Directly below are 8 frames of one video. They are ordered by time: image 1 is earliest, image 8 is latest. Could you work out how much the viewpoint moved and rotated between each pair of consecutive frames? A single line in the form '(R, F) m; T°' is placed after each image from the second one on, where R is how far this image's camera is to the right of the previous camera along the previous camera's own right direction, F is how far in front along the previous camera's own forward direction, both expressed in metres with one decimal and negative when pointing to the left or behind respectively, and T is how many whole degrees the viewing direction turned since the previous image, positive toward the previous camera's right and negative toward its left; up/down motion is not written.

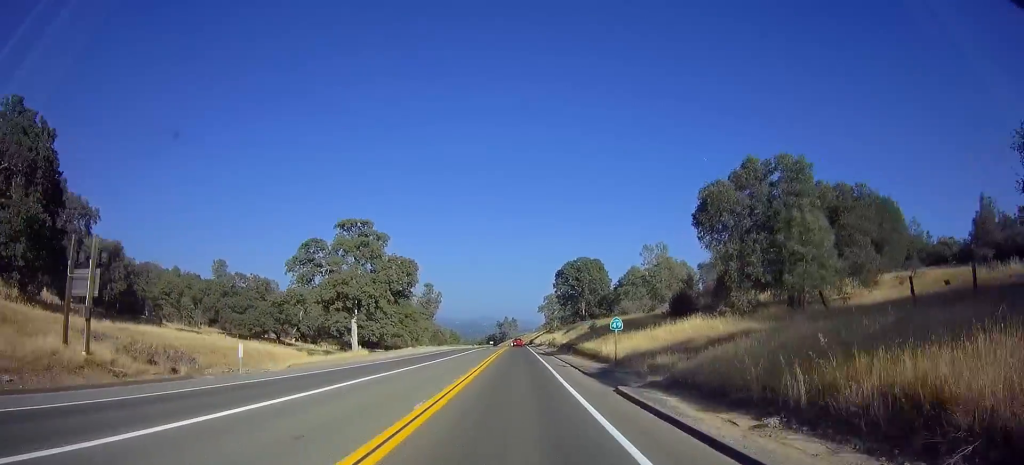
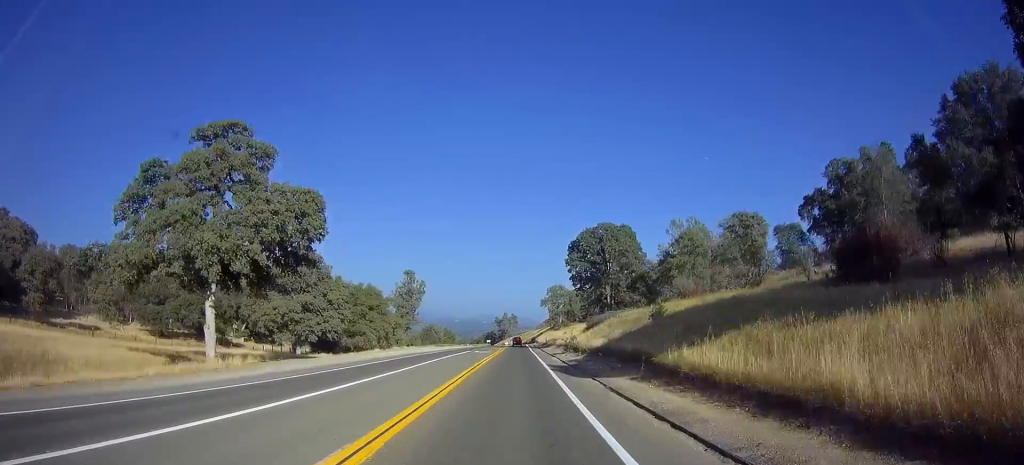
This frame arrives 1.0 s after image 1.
(-0.1, +26.8) m; -1°
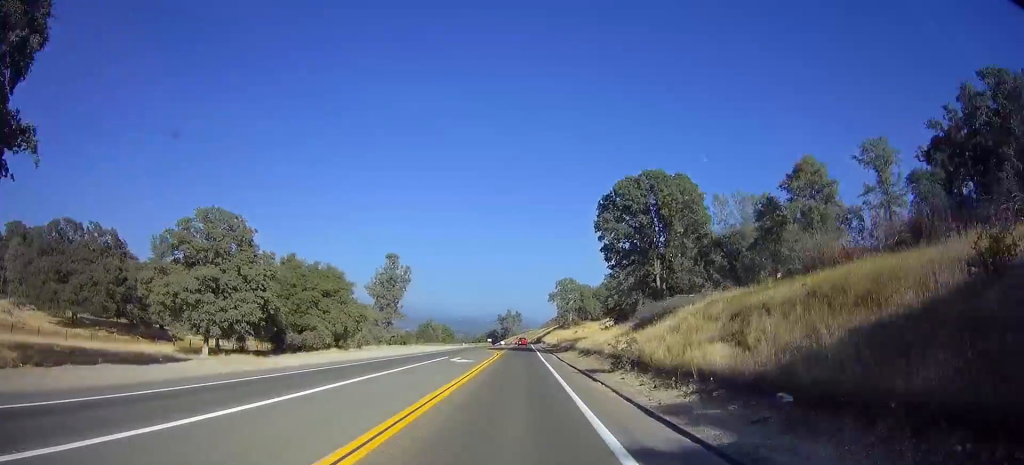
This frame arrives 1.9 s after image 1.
(-0.3, +22.4) m; -1°
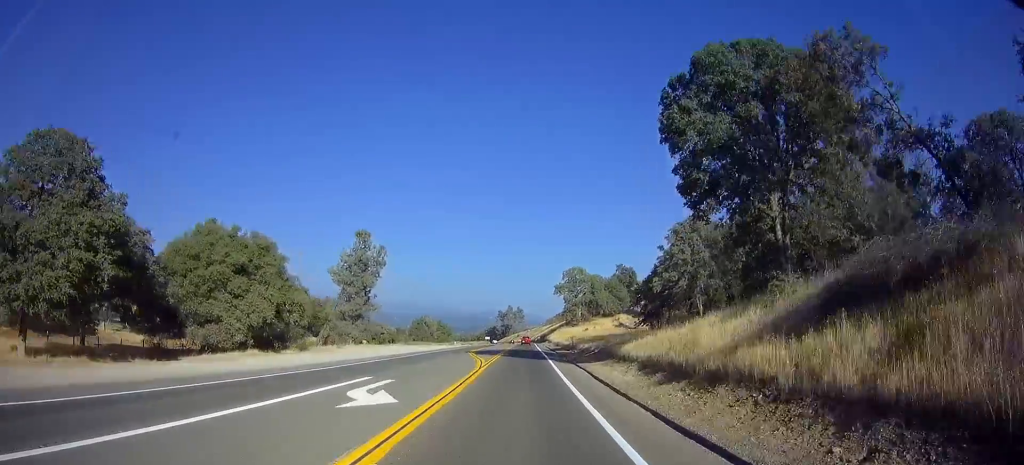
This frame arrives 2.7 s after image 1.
(-0.2, +21.4) m; 0°
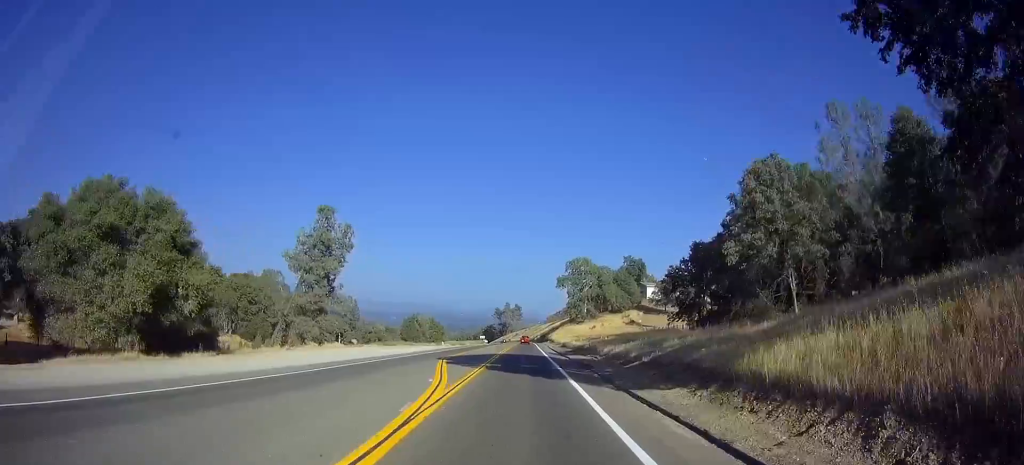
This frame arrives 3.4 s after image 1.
(+0.2, +16.3) m; 0°
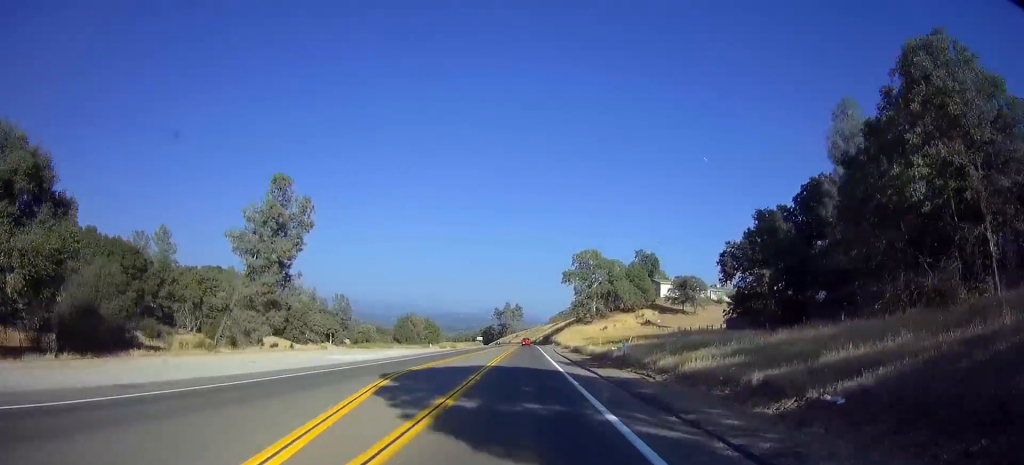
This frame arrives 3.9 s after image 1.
(0.0, +14.6) m; 0°
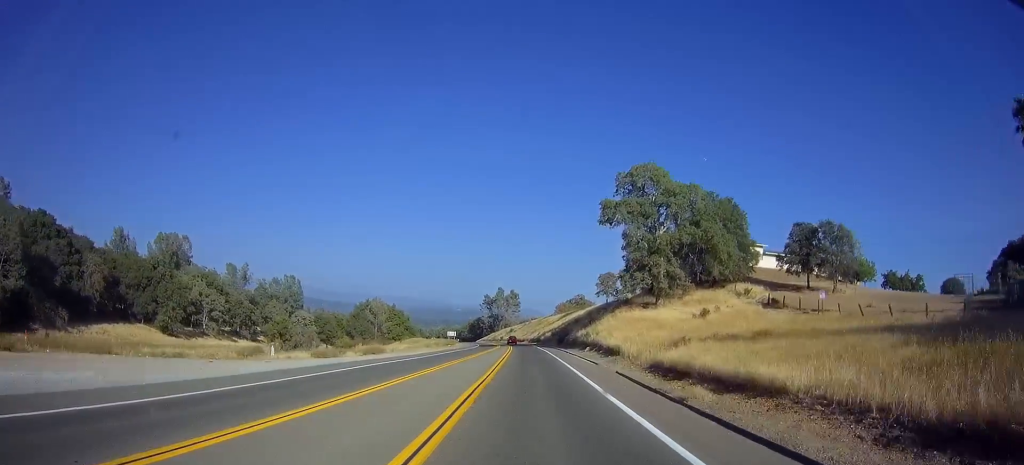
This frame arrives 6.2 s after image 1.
(-0.3, +57.4) m; 0°
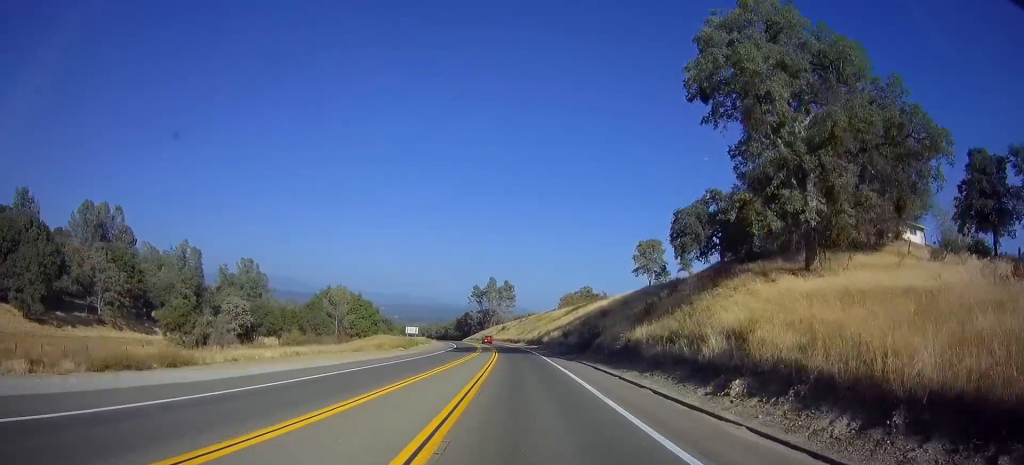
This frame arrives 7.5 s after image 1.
(+0.2, +32.9) m; 0°
